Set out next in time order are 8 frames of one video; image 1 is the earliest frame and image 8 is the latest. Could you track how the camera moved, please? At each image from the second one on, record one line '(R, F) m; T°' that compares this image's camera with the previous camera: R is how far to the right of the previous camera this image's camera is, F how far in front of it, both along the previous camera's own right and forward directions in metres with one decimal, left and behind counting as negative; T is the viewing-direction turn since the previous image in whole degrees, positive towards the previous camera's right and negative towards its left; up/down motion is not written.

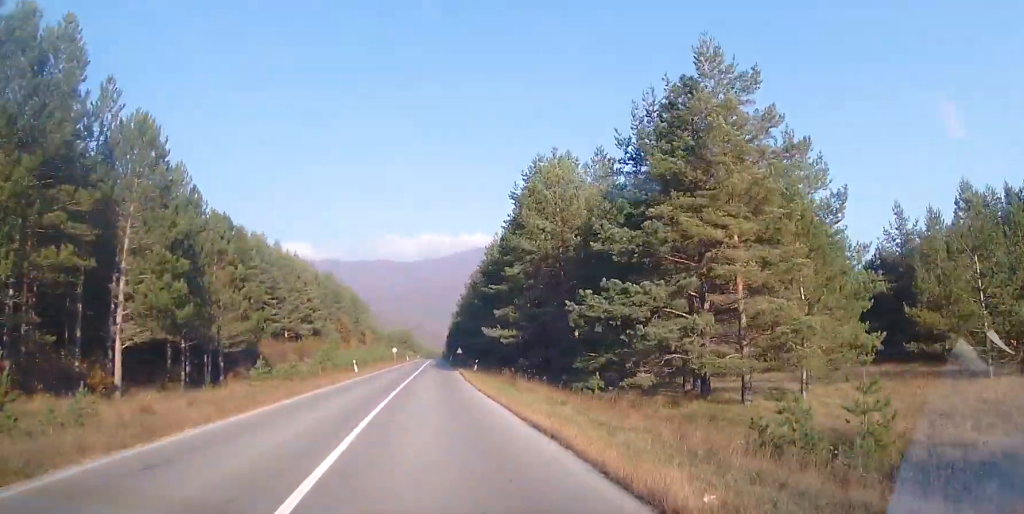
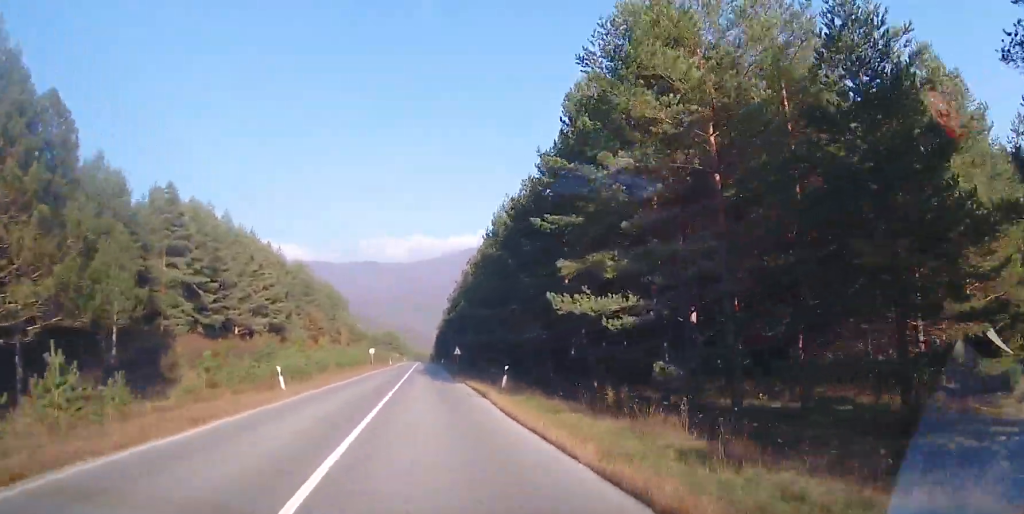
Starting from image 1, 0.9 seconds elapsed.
(+0.1, +19.8) m; +1°
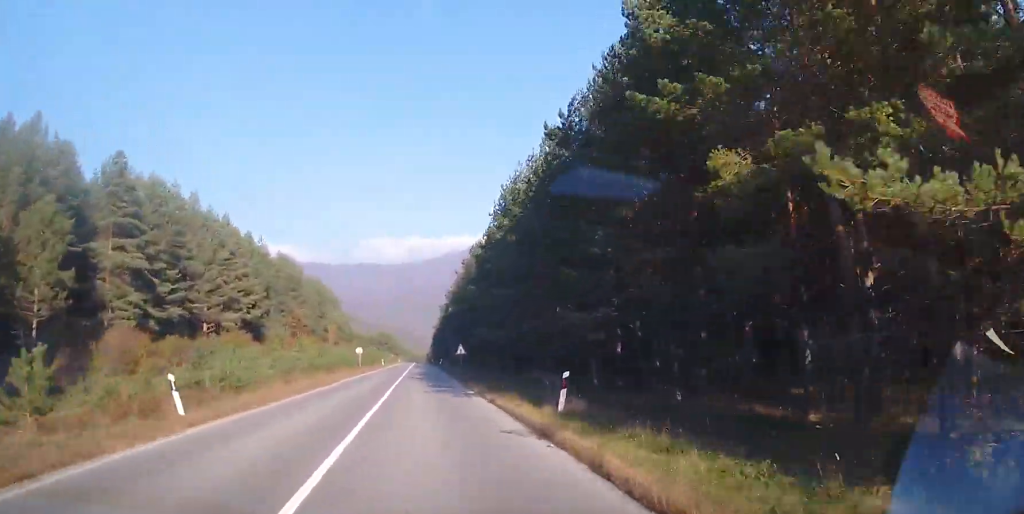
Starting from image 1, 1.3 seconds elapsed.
(+0.2, +9.9) m; +1°
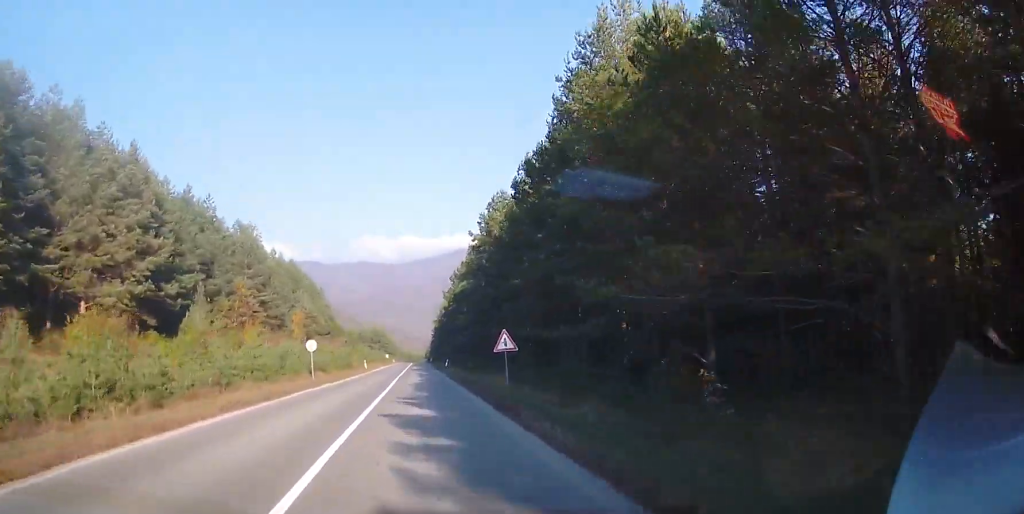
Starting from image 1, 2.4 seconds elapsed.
(+0.2, +25.2) m; 0°
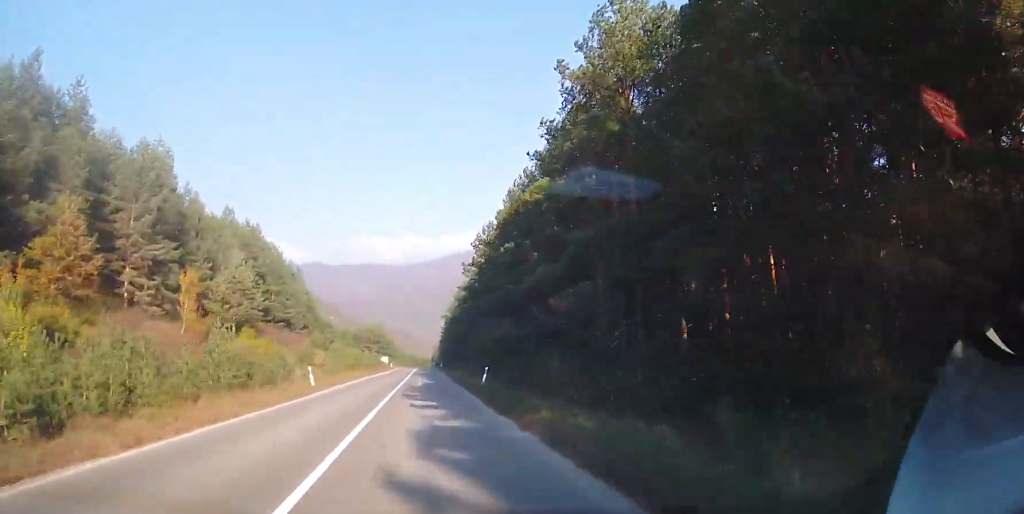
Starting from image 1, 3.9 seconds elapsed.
(-0.4, +33.5) m; 0°
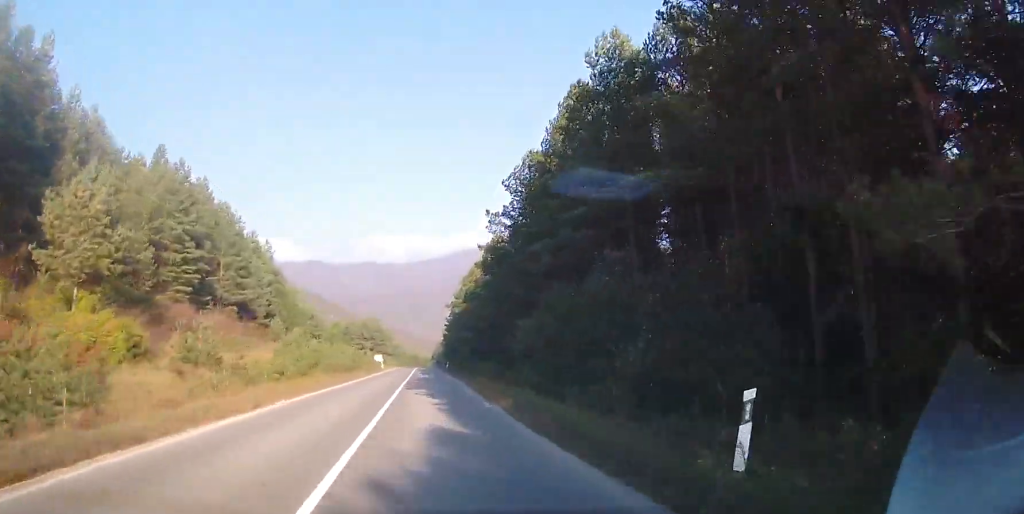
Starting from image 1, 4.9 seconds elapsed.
(+0.2, +23.4) m; 0°
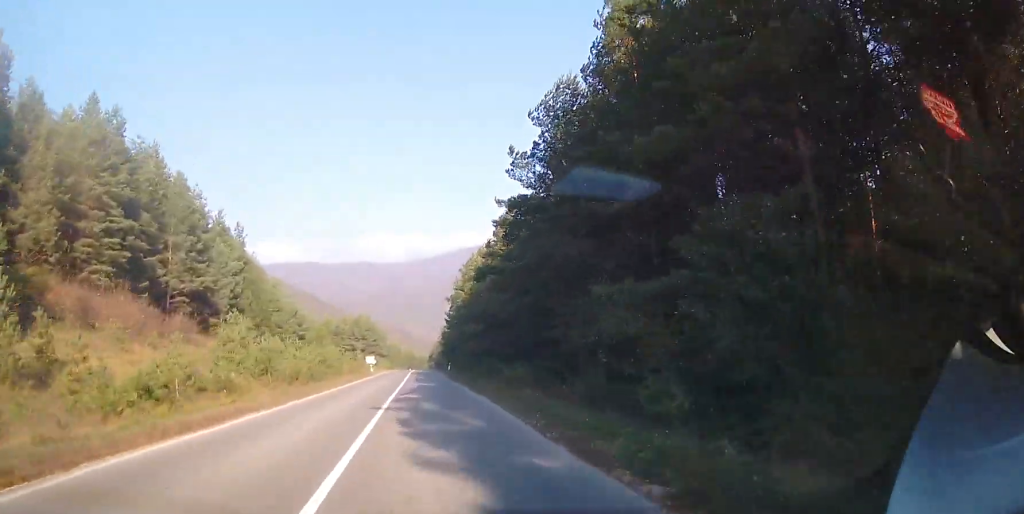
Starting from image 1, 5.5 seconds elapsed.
(-0.2, +12.9) m; -1°
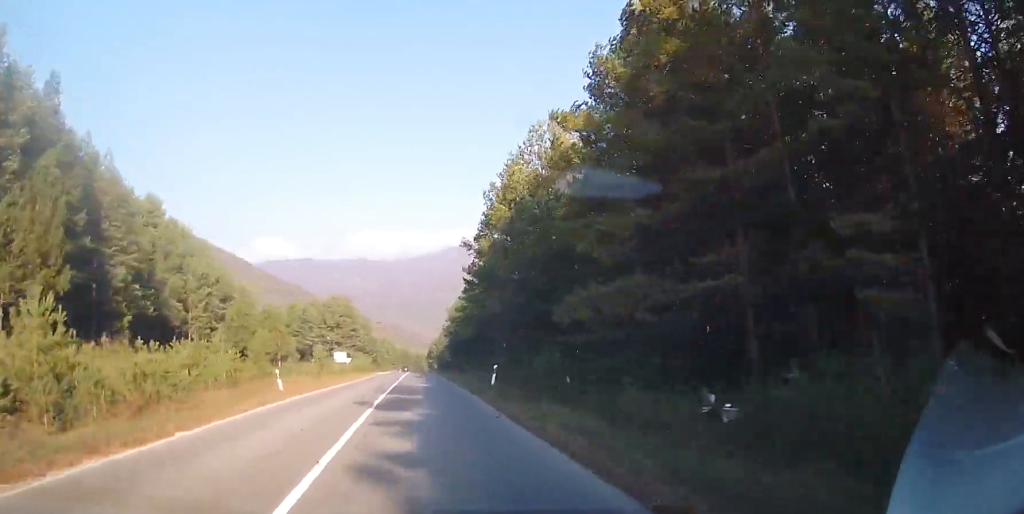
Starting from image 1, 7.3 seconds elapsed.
(+0.5, +42.8) m; +1°
